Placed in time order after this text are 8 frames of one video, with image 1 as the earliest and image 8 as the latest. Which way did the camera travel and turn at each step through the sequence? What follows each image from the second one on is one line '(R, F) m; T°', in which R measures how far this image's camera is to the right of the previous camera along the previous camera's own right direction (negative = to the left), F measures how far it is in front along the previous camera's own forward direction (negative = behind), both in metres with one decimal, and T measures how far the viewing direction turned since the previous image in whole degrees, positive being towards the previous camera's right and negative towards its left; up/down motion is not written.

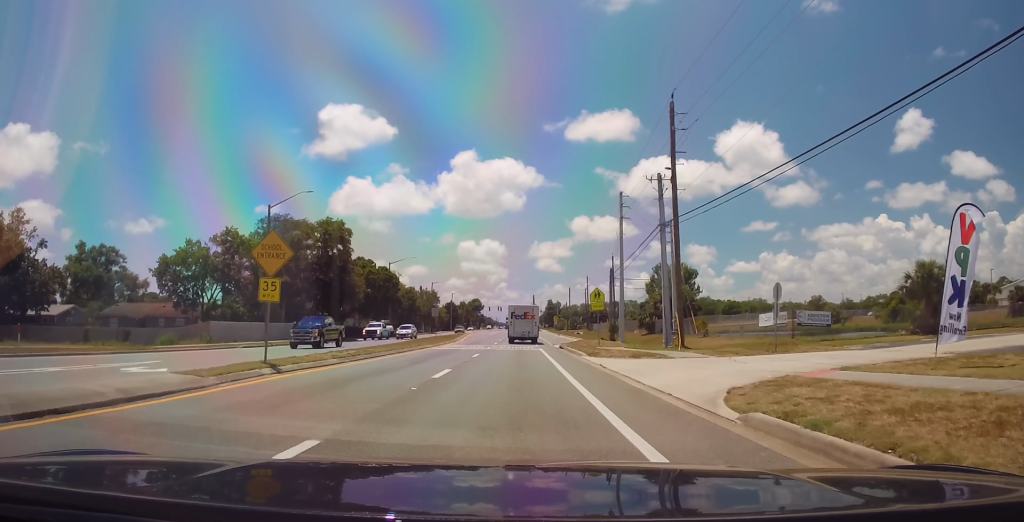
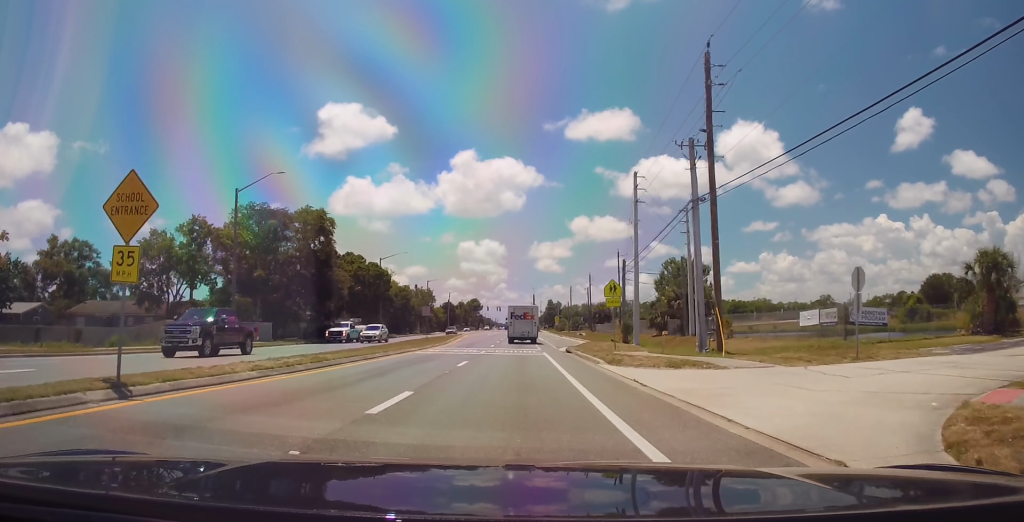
(0.0, +6.6) m; 0°
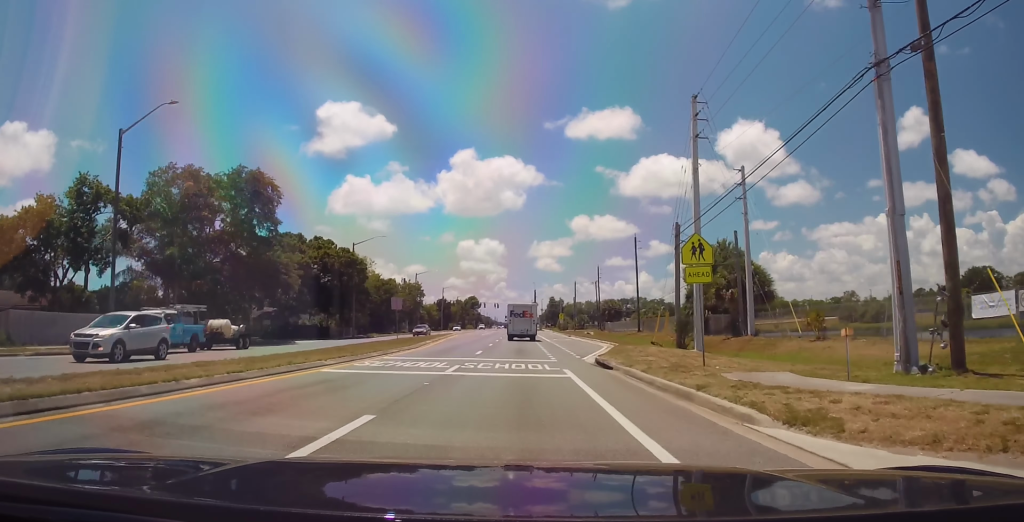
(0.0, +15.6) m; 0°
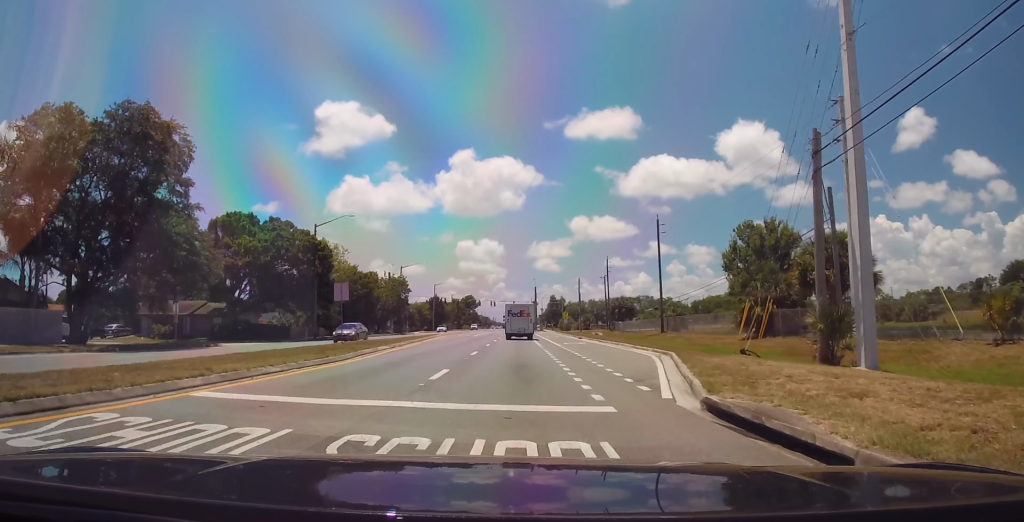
(0.0, +15.0) m; 0°
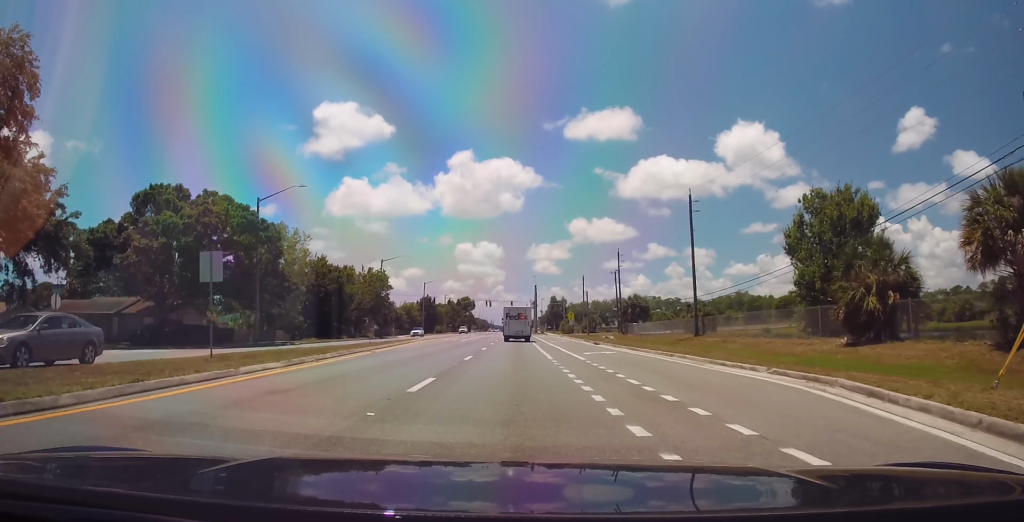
(0.0, +14.8) m; 0°
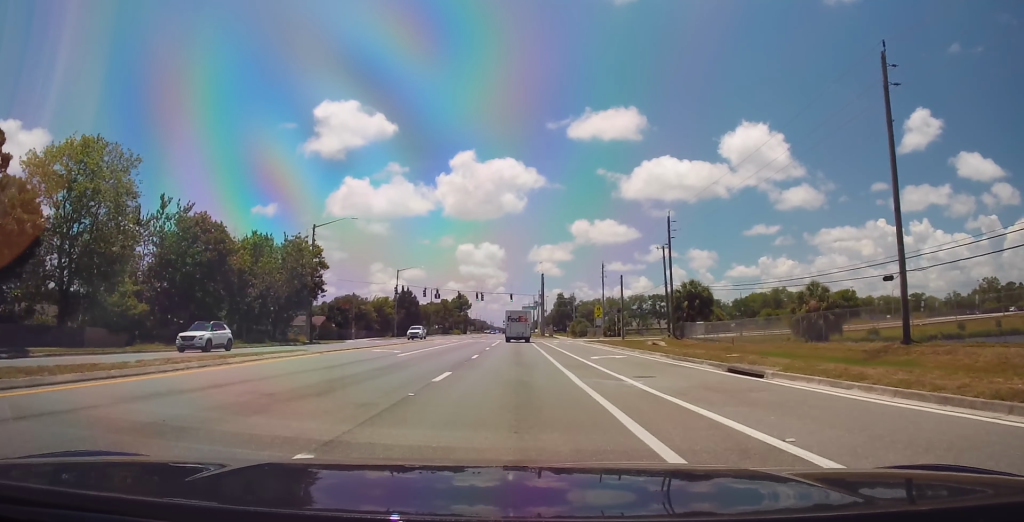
(0.0, +33.3) m; 0°
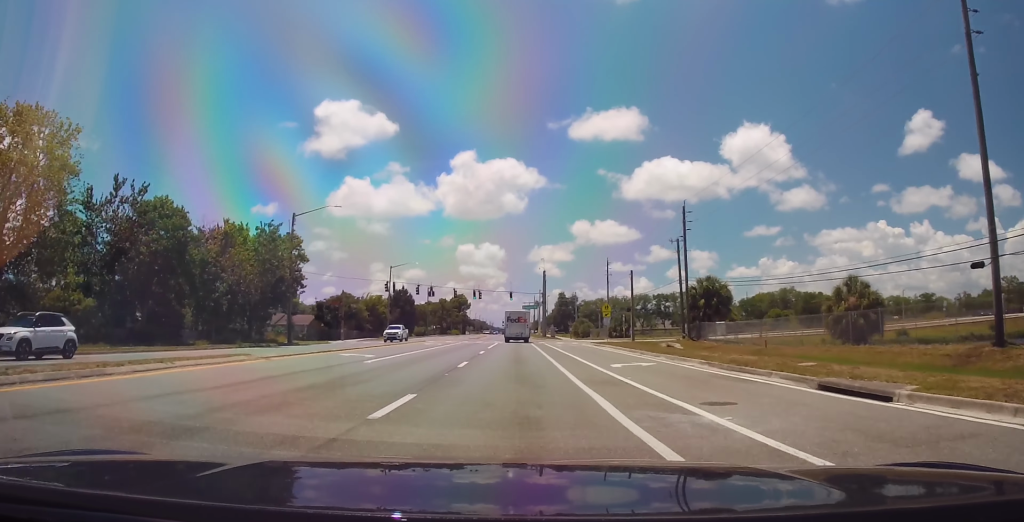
(0.0, +6.2) m; 0°
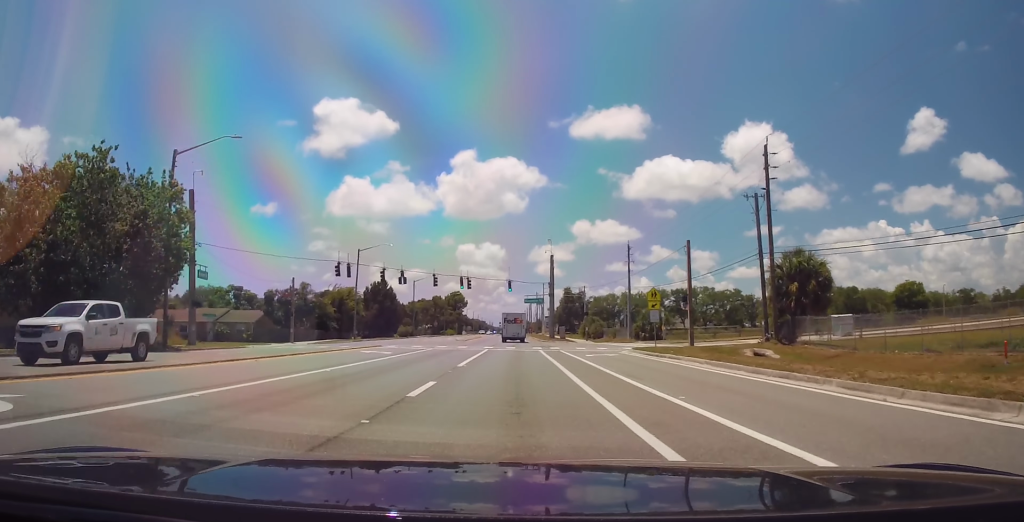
(0.0, +21.5) m; 0°
